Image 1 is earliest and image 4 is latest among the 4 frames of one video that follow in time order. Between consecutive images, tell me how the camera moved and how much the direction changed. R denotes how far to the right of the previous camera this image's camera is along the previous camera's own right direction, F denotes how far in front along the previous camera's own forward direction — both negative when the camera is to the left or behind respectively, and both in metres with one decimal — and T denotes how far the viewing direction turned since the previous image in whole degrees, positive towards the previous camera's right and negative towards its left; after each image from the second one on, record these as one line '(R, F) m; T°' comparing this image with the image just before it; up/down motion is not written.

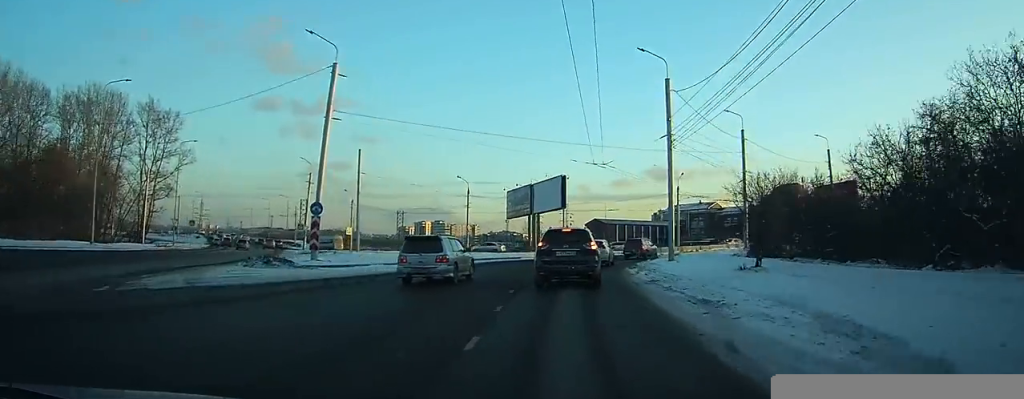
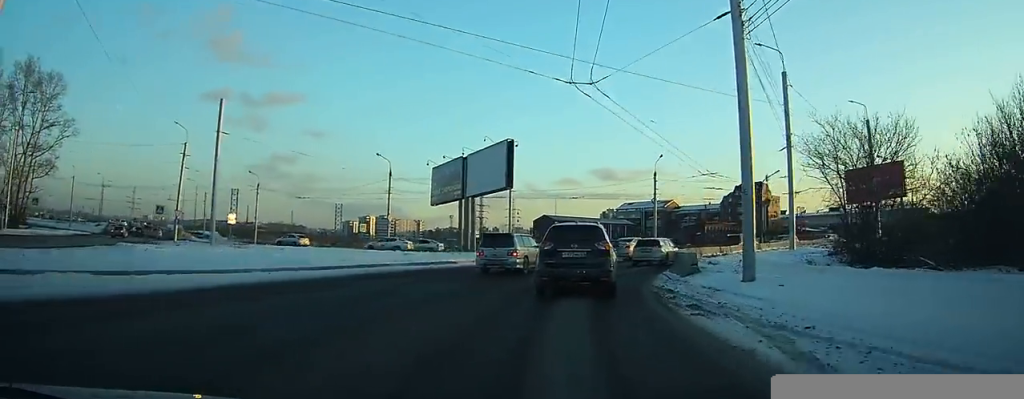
(+1.1, +18.7) m; +6°
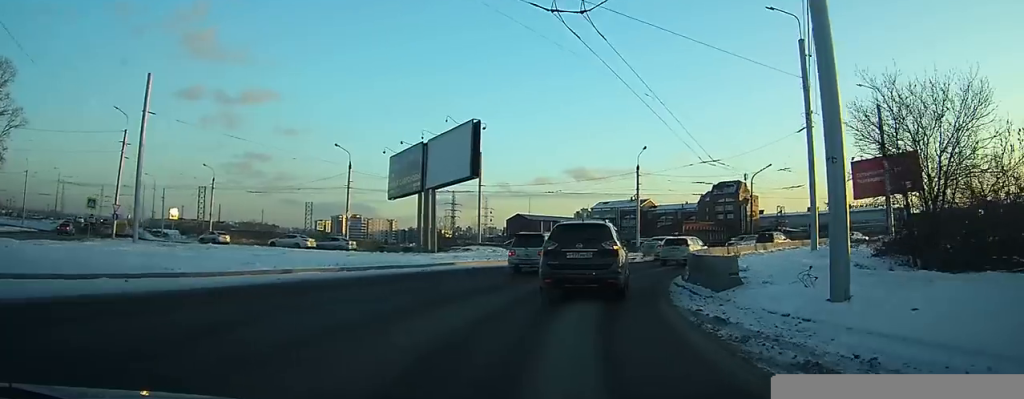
(+0.1, +5.9) m; +2°
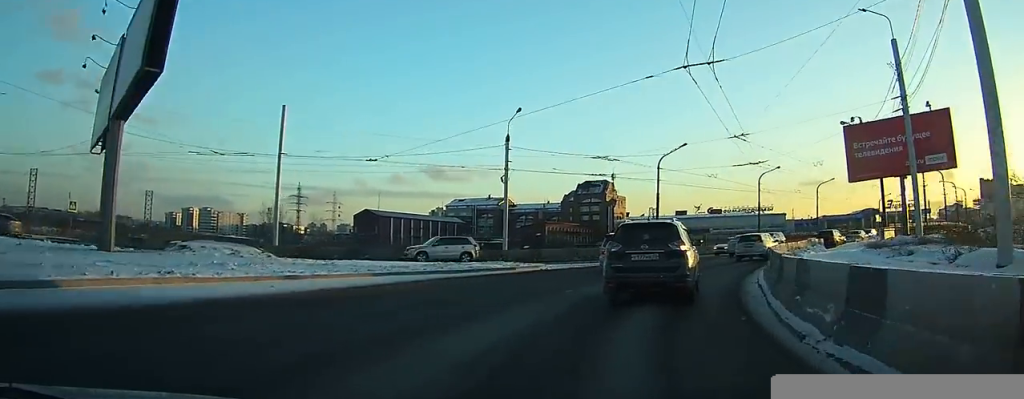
(+1.3, +19.8) m; +9°
